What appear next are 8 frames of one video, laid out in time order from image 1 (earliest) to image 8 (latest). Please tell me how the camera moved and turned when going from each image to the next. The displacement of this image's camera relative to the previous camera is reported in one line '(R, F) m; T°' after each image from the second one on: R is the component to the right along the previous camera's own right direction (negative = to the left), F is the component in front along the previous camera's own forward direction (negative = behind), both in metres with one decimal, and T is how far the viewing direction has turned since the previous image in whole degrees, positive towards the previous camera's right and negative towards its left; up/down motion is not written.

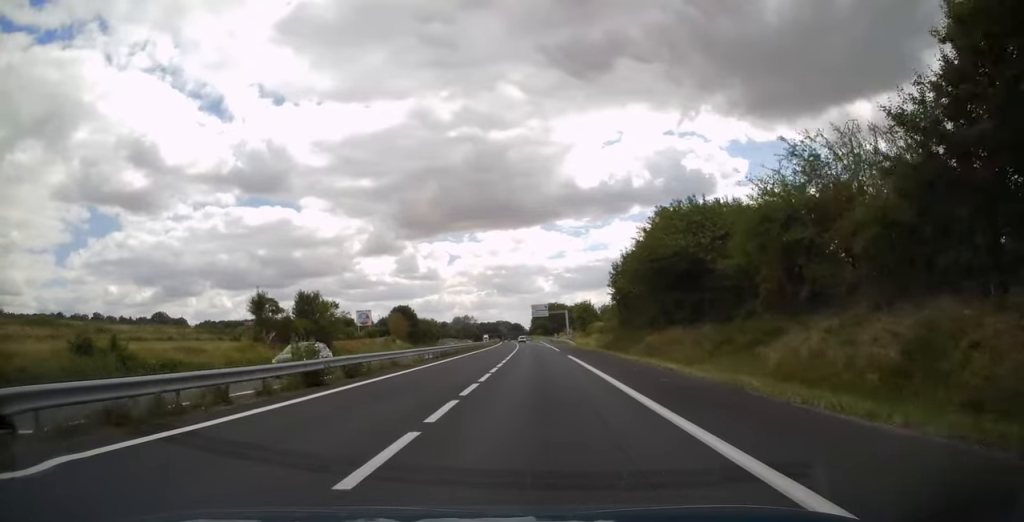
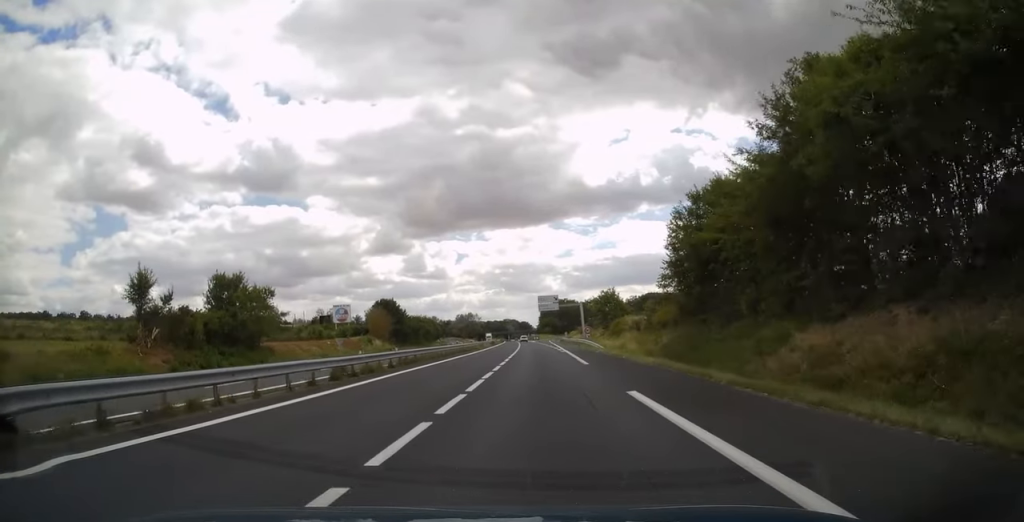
(-0.2, +24.5) m; -1°
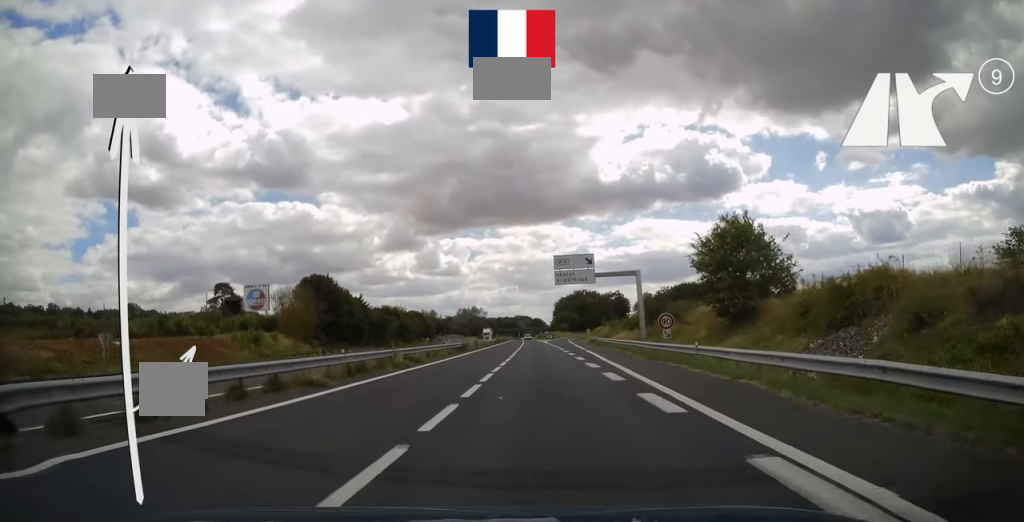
(-0.2, +48.9) m; -1°
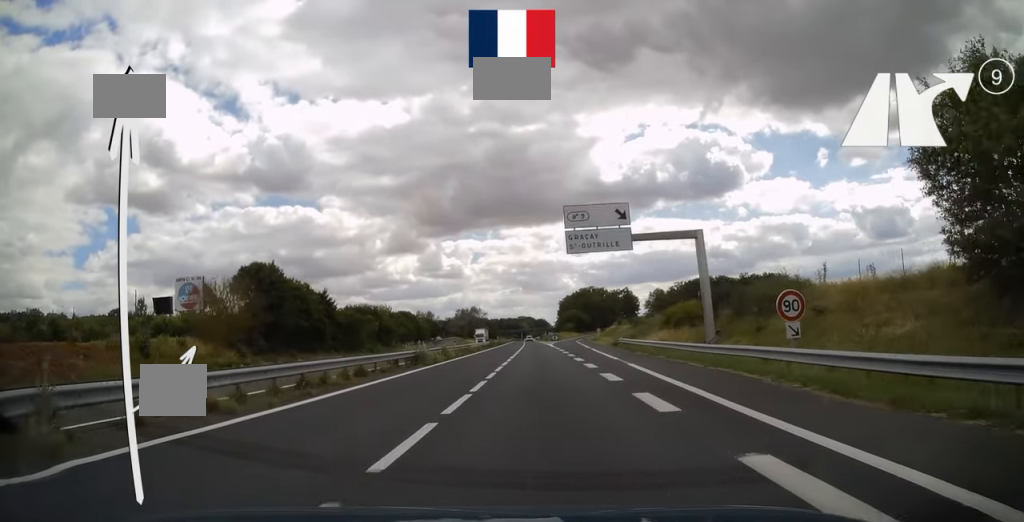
(-0.4, +20.1) m; -1°
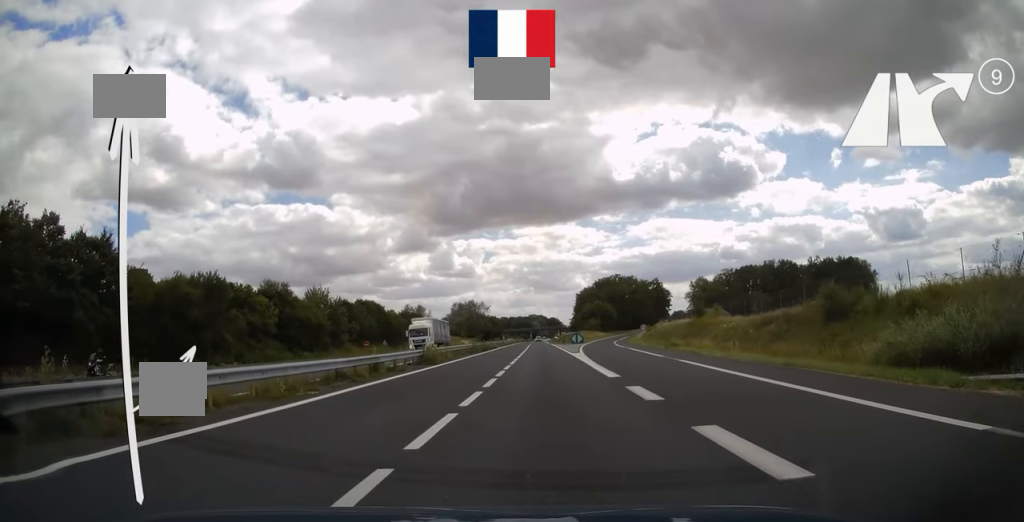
(-0.1, +51.5) m; -1°
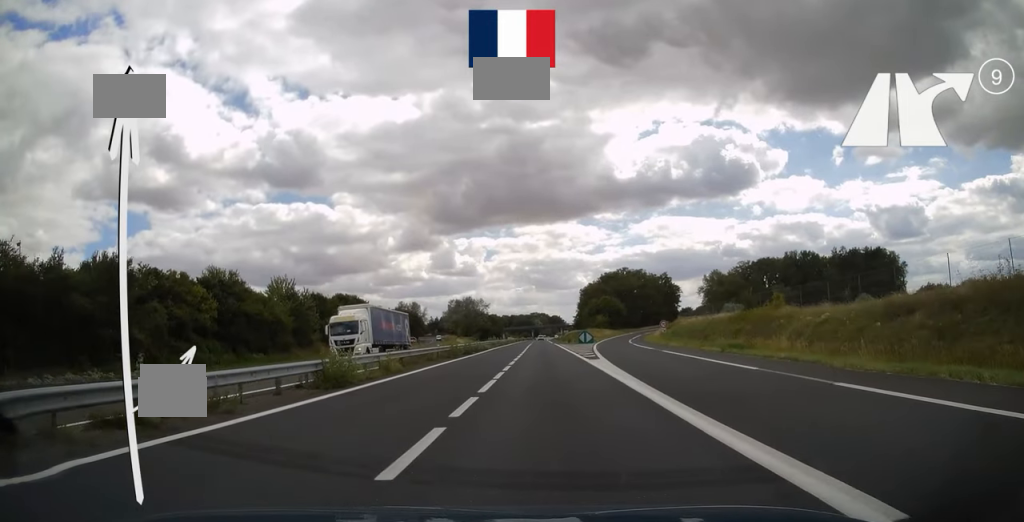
(0.0, +14.7) m; 0°
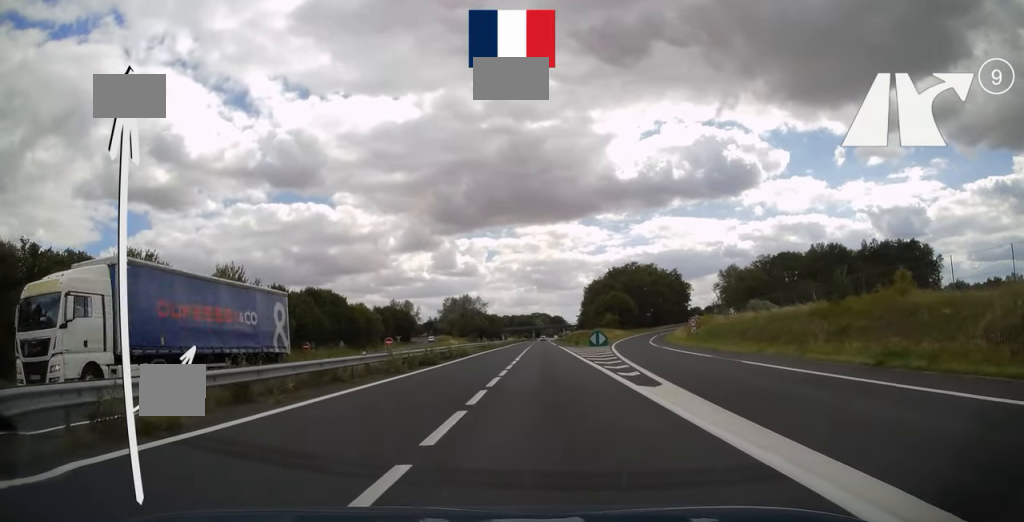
(-0.1, +15.7) m; 0°
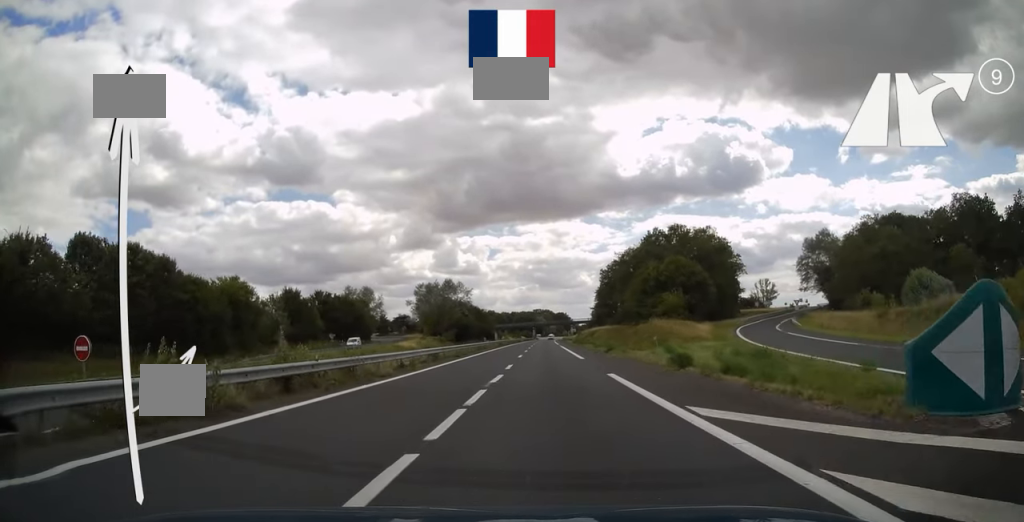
(-0.3, +56.6) m; 0°
